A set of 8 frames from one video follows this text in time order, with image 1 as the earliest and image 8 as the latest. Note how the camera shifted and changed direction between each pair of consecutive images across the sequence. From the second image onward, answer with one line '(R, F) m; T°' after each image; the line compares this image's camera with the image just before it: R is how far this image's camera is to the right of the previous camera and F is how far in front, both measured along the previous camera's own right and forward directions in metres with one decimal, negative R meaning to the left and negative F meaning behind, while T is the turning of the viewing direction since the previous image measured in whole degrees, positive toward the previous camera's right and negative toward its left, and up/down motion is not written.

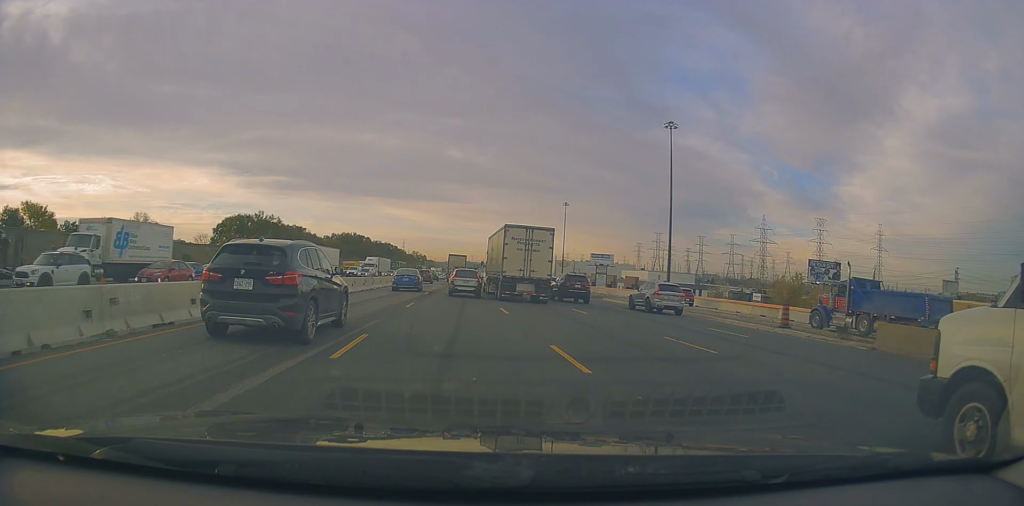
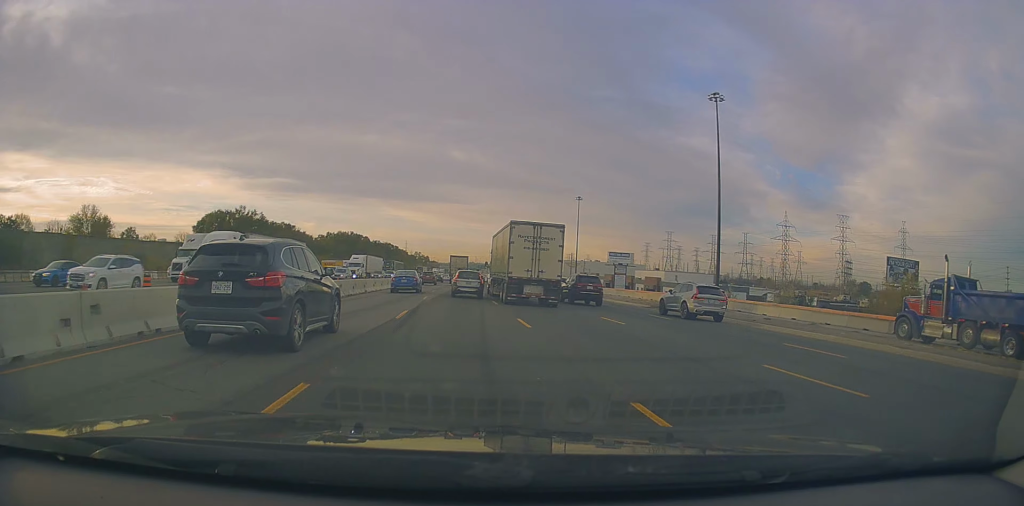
(-0.3, +15.6) m; -1°
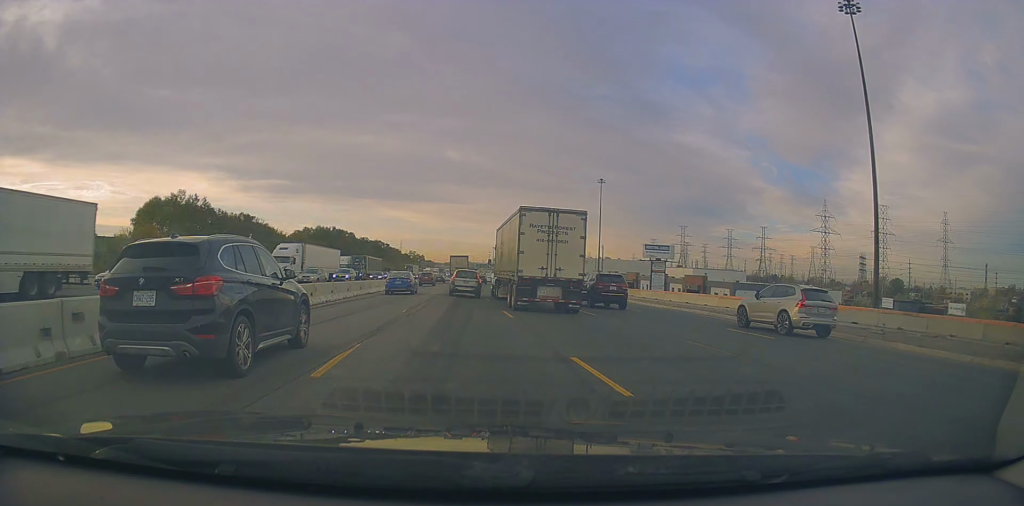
(-0.1, +32.2) m; 0°
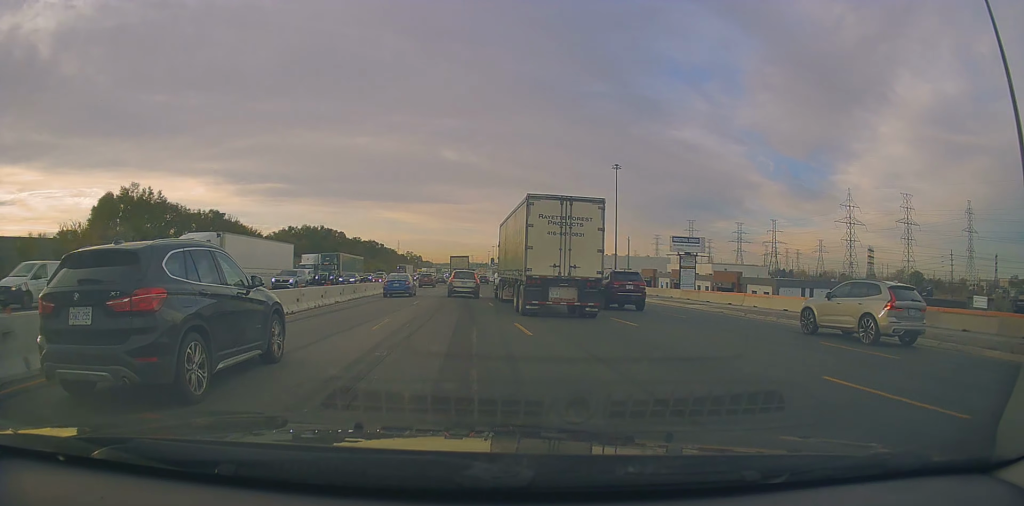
(0.0, +17.4) m; 0°
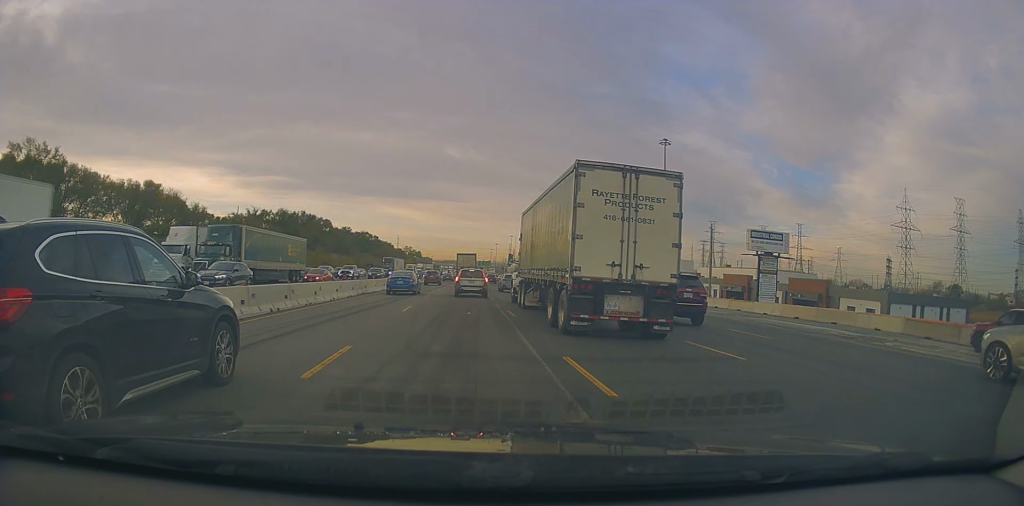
(+0.1, +30.1) m; 0°
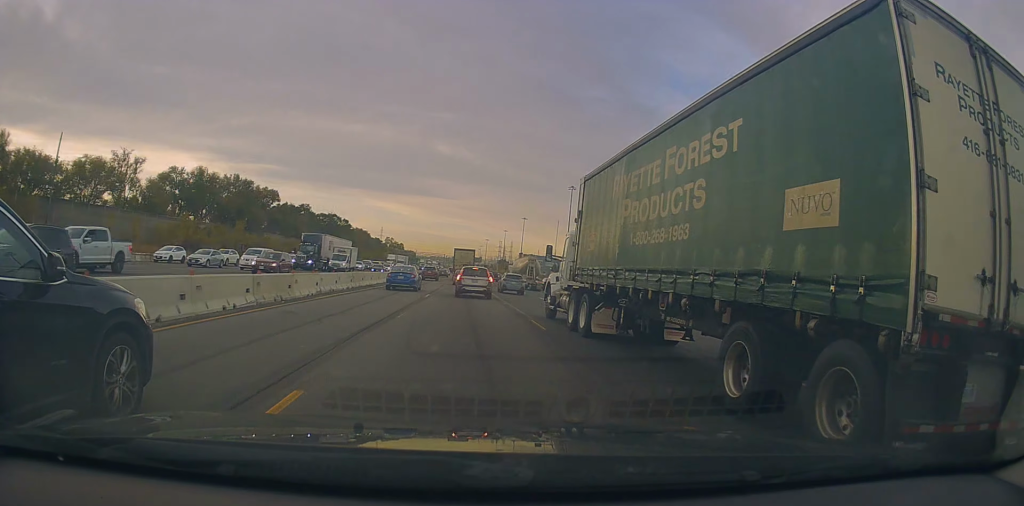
(-0.3, +52.3) m; 0°
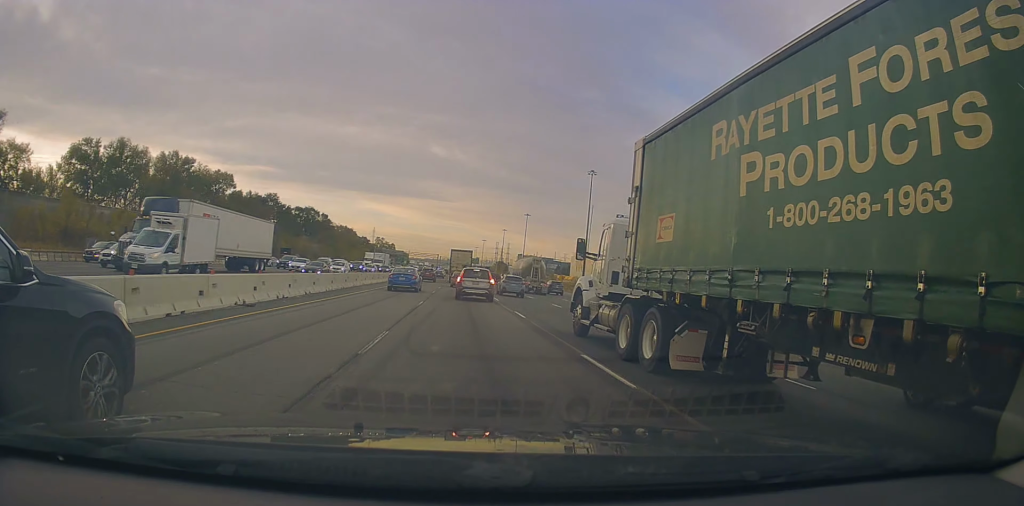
(+0.5, +30.8) m; +1°
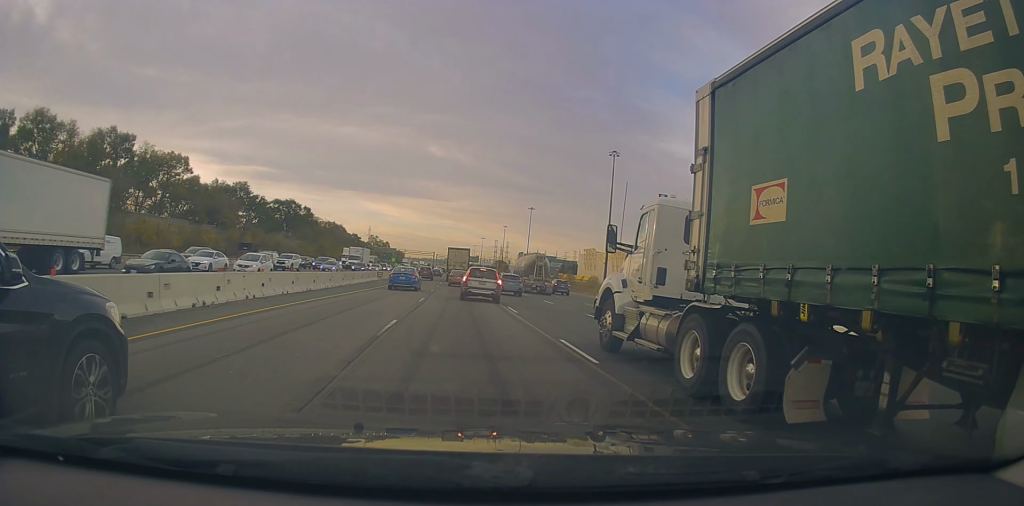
(0.0, +21.5) m; 0°
